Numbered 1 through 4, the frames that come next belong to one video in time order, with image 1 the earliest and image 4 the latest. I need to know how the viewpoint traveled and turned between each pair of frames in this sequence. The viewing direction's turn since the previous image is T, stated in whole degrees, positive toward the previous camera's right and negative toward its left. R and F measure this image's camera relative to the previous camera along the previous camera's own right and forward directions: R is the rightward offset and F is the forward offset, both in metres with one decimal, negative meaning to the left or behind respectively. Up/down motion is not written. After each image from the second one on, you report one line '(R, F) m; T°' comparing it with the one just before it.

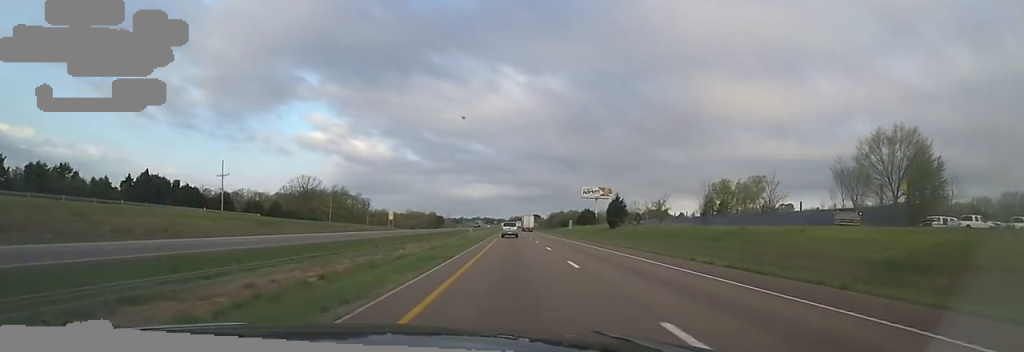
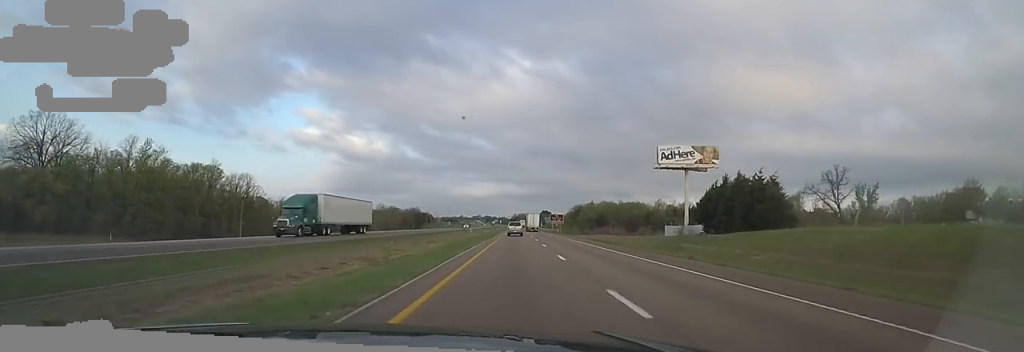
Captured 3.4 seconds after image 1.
(-1.9, +119.7) m; -1°
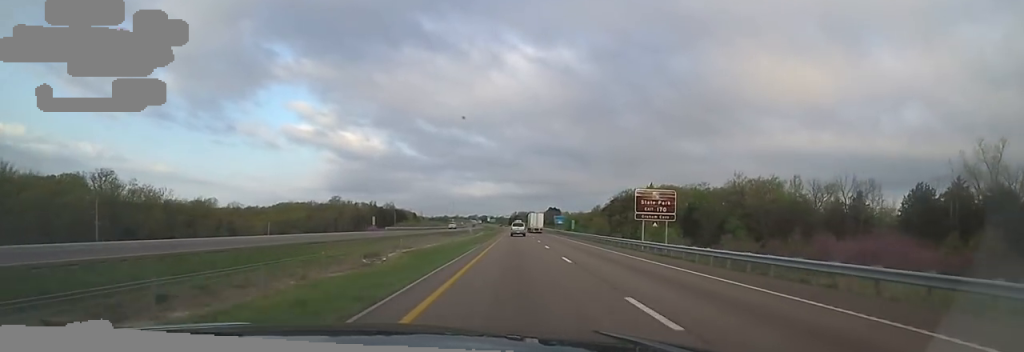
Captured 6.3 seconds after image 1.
(-0.7, +98.4) m; 0°
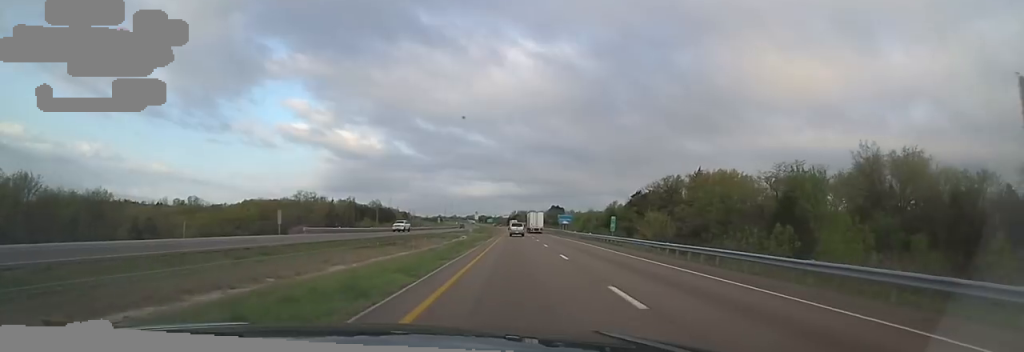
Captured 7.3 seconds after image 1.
(+0.3, +34.5) m; 0°
